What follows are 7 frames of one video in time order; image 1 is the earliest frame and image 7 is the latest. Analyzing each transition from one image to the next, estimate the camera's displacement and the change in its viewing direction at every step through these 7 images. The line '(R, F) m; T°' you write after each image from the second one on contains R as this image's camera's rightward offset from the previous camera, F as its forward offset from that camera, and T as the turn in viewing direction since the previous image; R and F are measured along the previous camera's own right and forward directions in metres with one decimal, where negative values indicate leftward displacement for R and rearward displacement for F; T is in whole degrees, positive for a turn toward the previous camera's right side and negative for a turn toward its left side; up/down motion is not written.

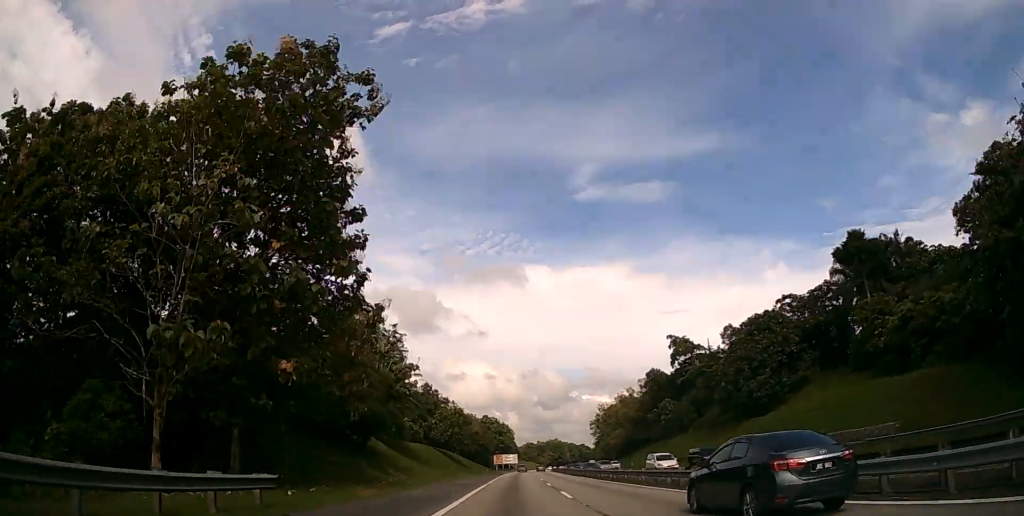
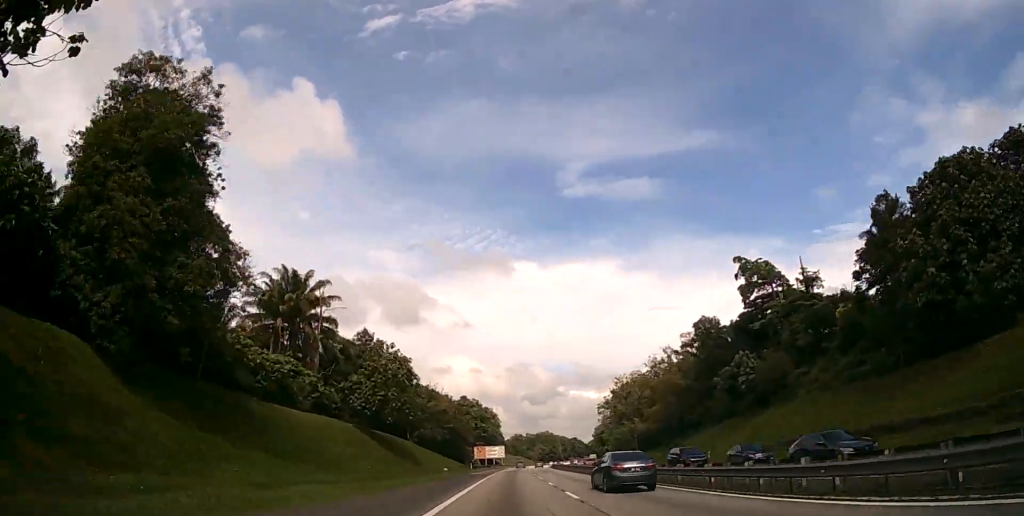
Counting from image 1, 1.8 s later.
(+0.5, +48.7) m; +1°
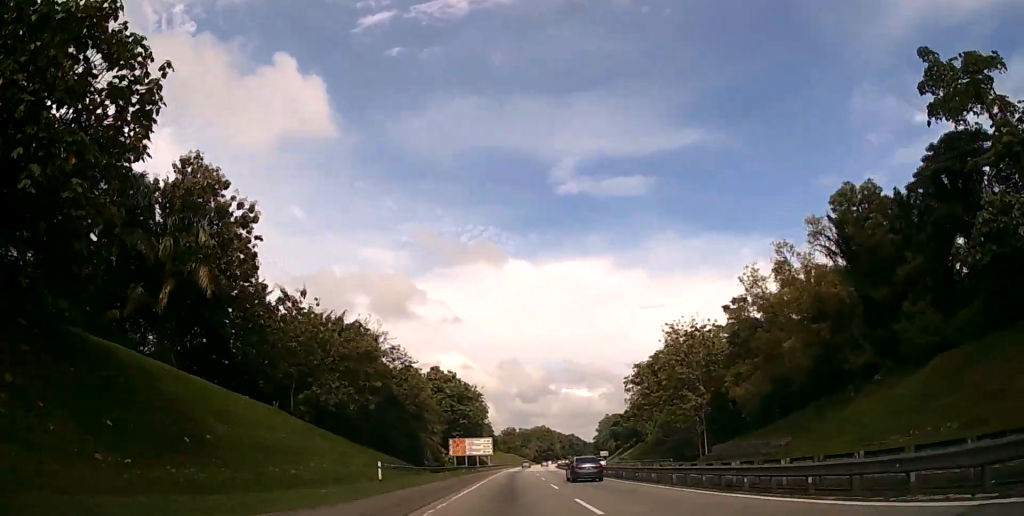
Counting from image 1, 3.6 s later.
(+0.3, +50.9) m; +1°
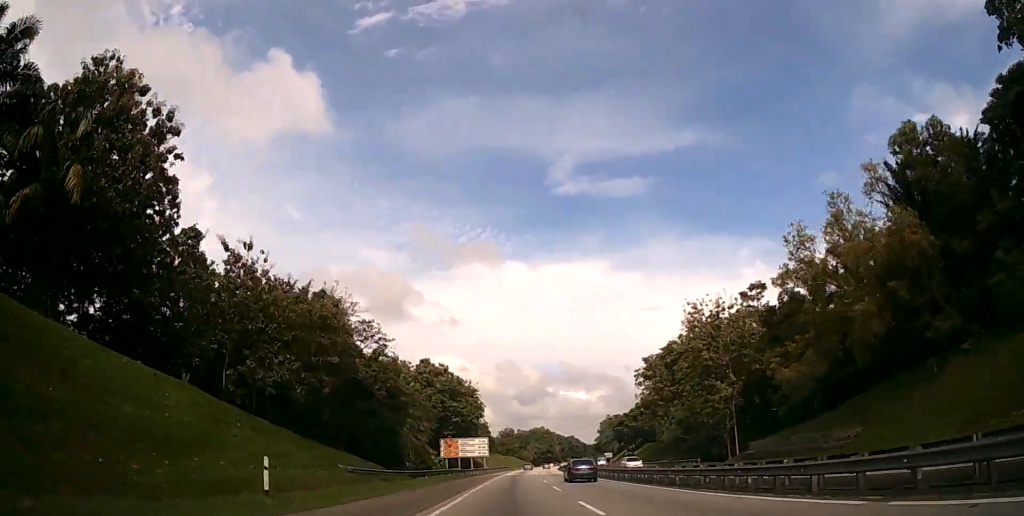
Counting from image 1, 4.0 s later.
(0.0, +12.2) m; 0°
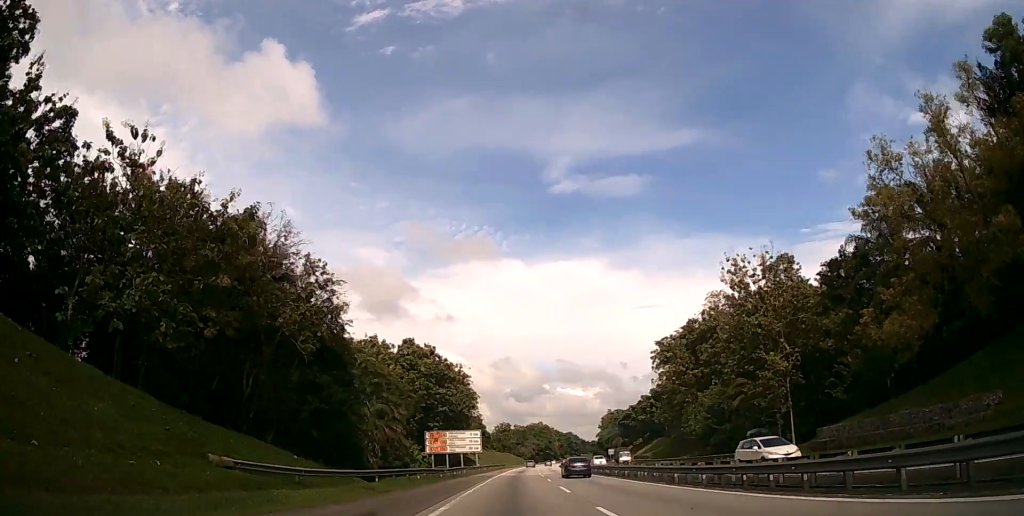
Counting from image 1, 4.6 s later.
(0.0, +15.5) m; 0°
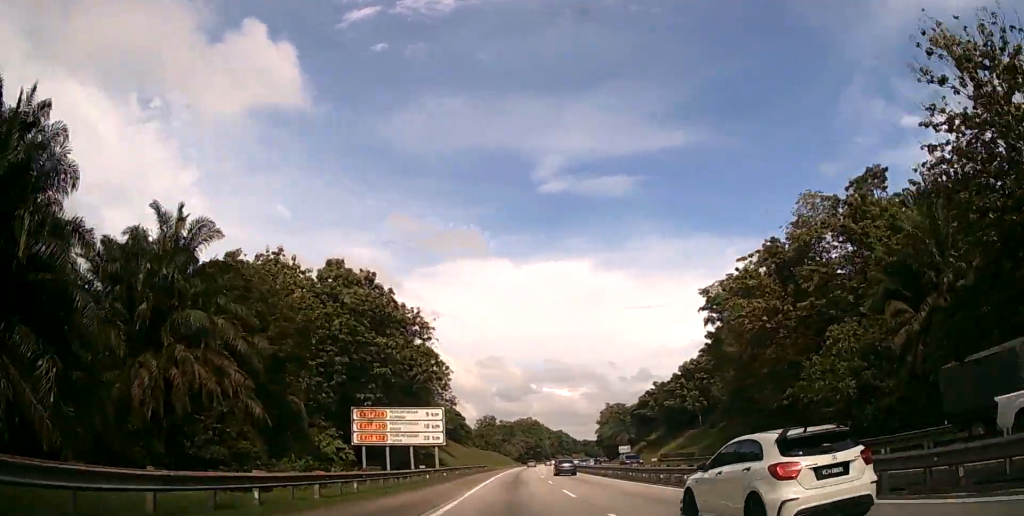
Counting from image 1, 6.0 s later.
(+0.7, +37.6) m; +2°
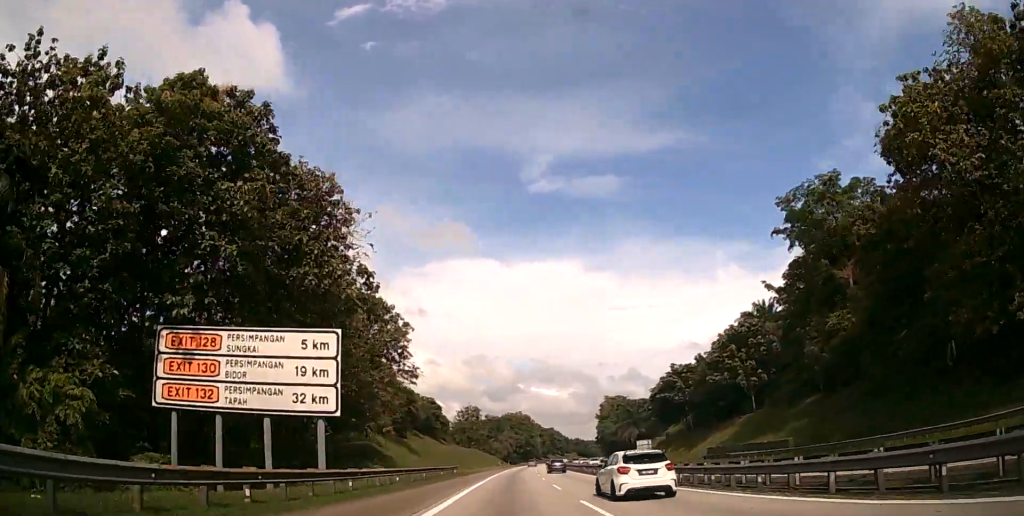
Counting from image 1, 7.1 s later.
(-0.1, +32.1) m; 0°
